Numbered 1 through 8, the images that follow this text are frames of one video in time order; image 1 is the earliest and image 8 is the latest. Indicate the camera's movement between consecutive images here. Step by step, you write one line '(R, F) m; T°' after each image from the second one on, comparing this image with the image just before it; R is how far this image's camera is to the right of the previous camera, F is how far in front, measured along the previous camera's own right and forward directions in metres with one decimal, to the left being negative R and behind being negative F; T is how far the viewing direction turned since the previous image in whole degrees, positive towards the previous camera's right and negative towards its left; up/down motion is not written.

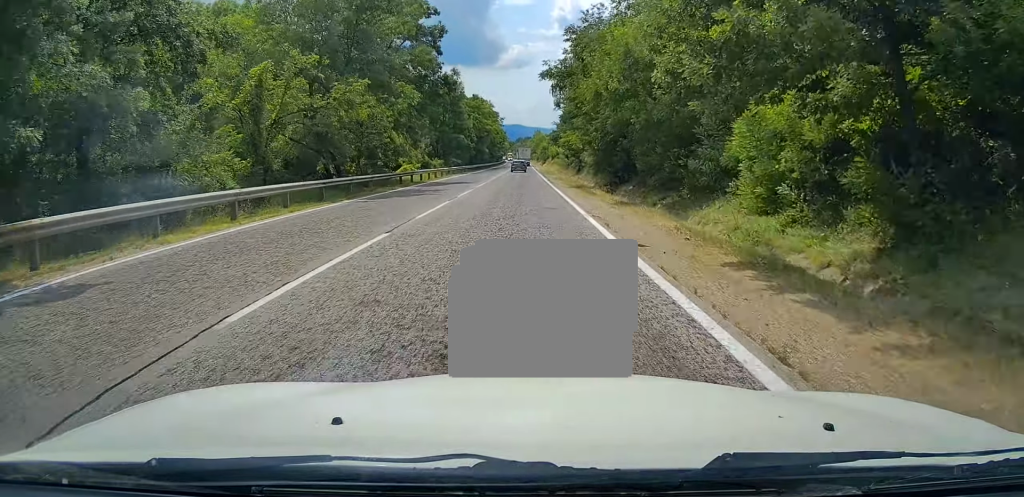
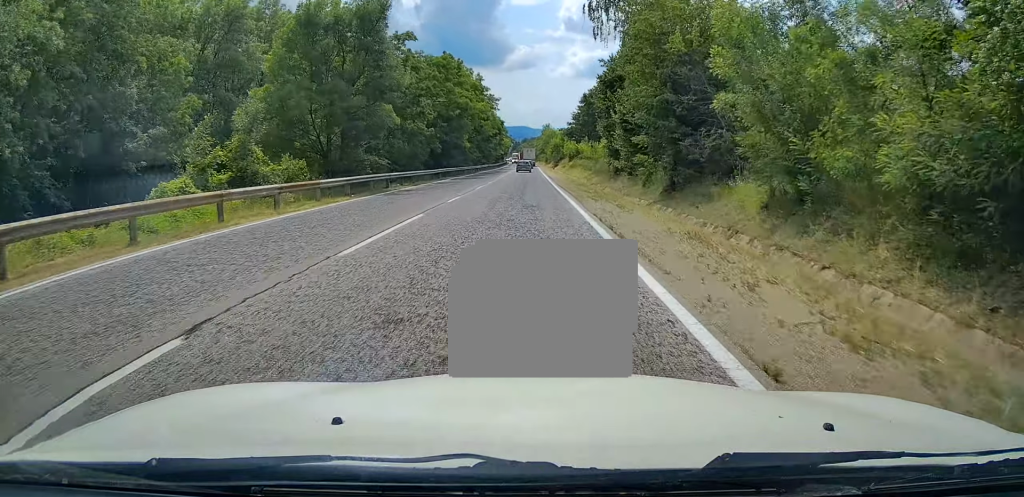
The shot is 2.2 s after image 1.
(-0.8, +42.3) m; -1°
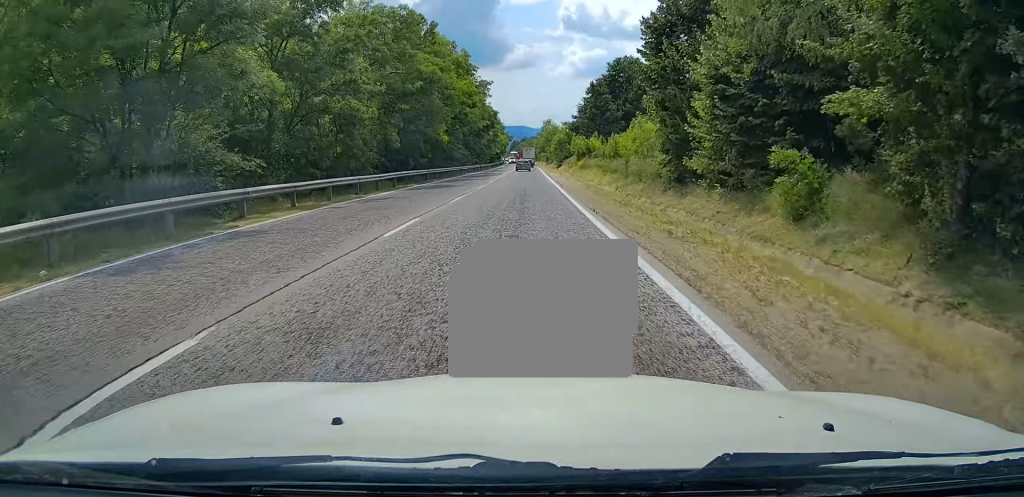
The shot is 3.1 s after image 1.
(0.0, +17.6) m; +1°
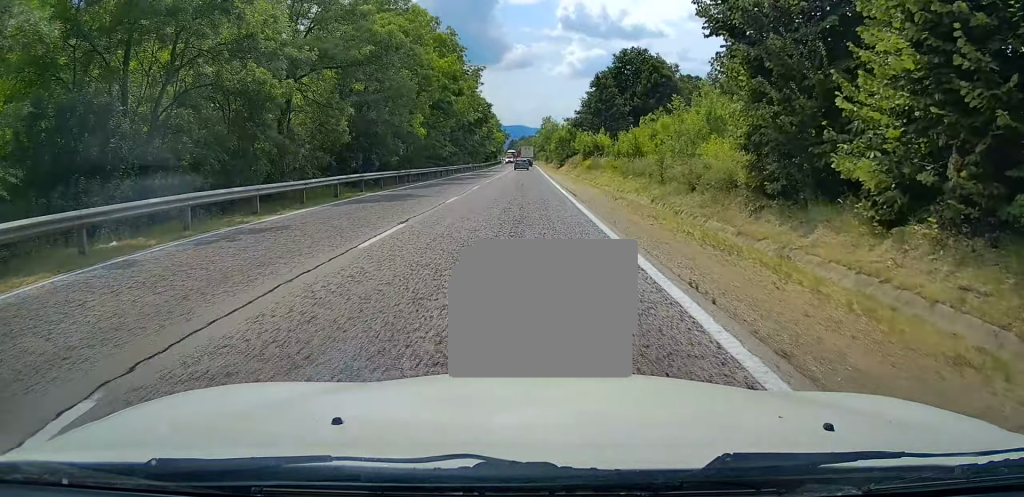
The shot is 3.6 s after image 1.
(+0.2, +10.5) m; 0°
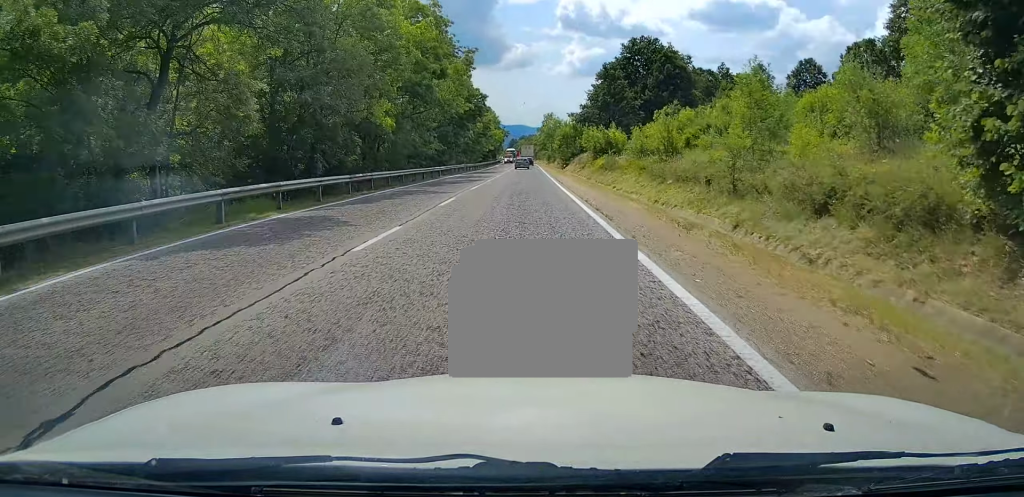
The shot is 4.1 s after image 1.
(0.0, +9.8) m; 0°
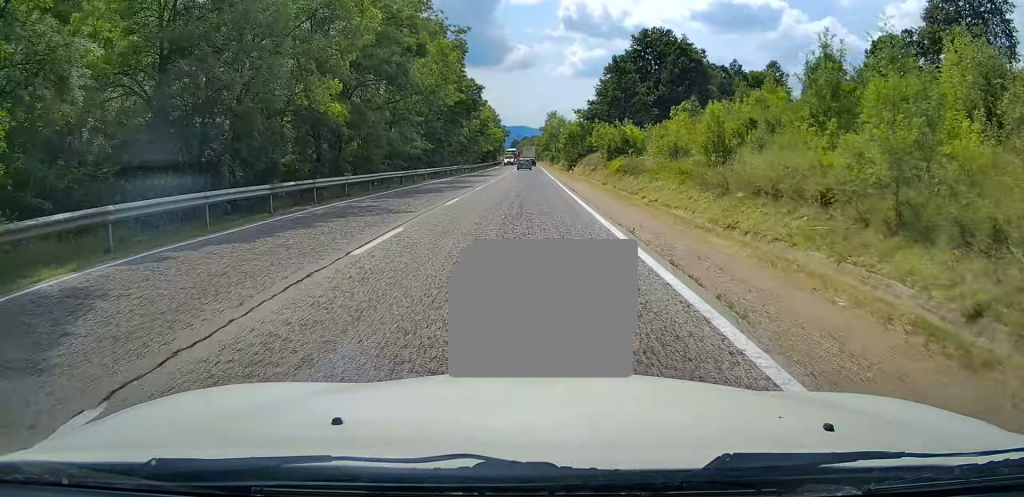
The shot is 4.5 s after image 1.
(-0.1, +8.5) m; -1°
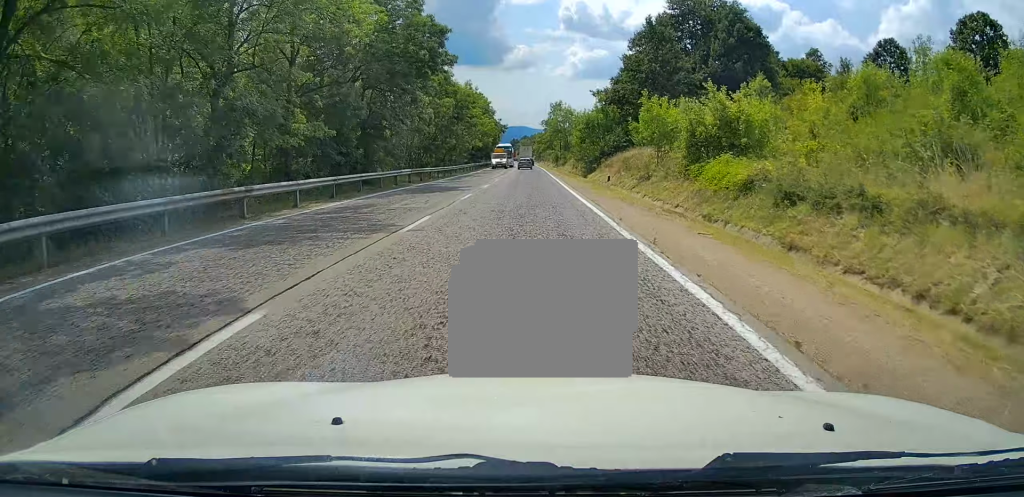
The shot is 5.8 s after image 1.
(-0.2, +24.8) m; -1°
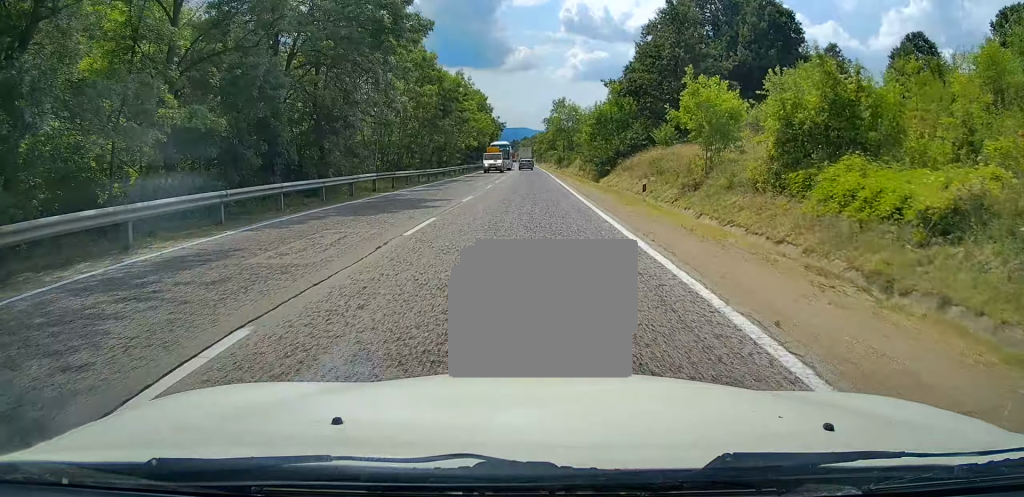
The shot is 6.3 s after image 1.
(0.0, +9.1) m; 0°
